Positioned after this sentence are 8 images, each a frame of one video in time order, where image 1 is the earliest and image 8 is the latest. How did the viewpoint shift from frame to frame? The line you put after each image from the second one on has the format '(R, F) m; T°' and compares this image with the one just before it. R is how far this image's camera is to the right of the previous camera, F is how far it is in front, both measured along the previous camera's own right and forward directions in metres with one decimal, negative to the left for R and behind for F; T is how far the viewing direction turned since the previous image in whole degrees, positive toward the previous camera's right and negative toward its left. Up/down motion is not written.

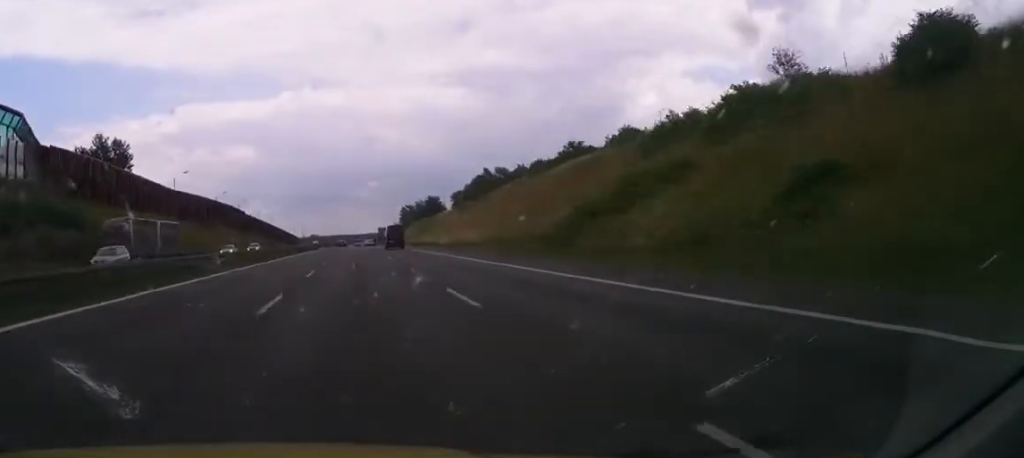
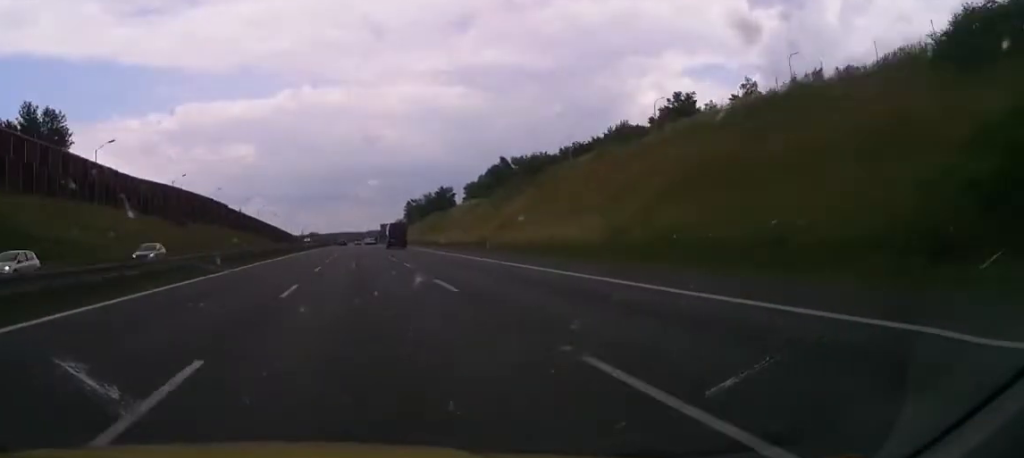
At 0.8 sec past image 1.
(+0.1, +32.5) m; 0°
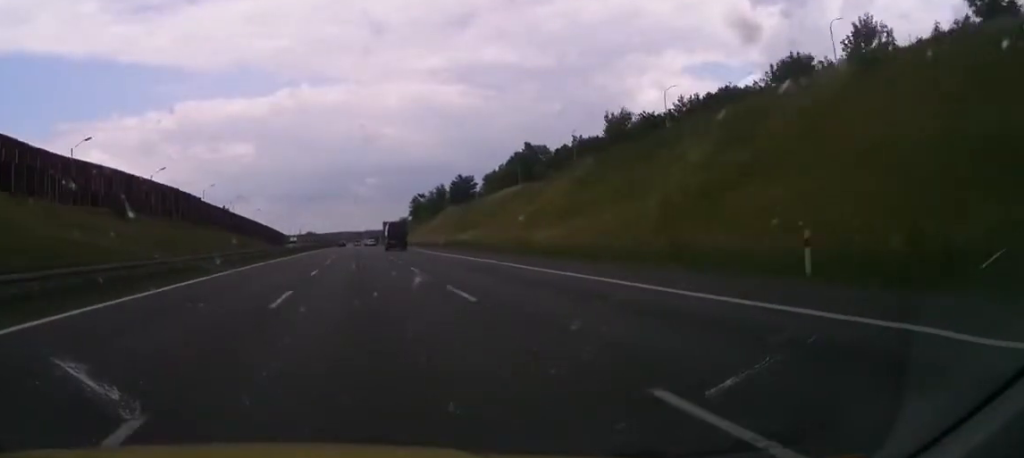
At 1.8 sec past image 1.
(-0.6, +37.8) m; 0°
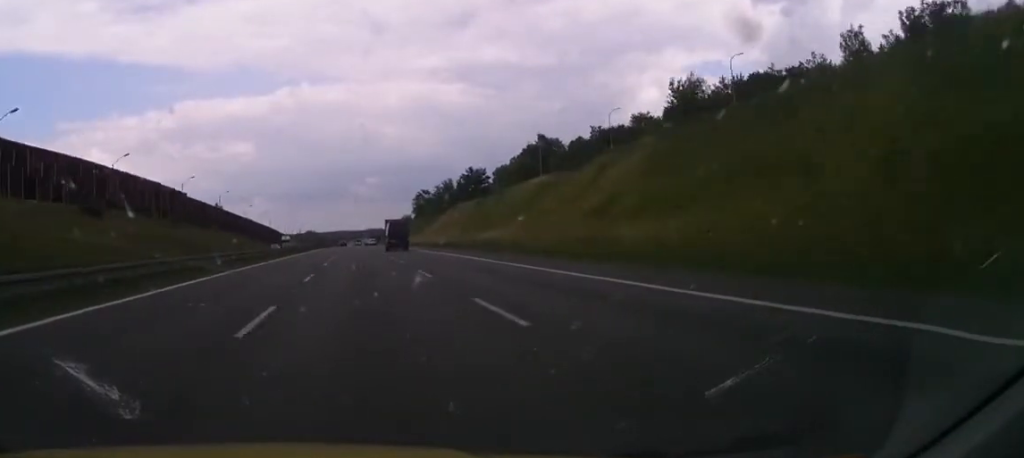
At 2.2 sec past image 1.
(+0.5, +15.7) m; 0°
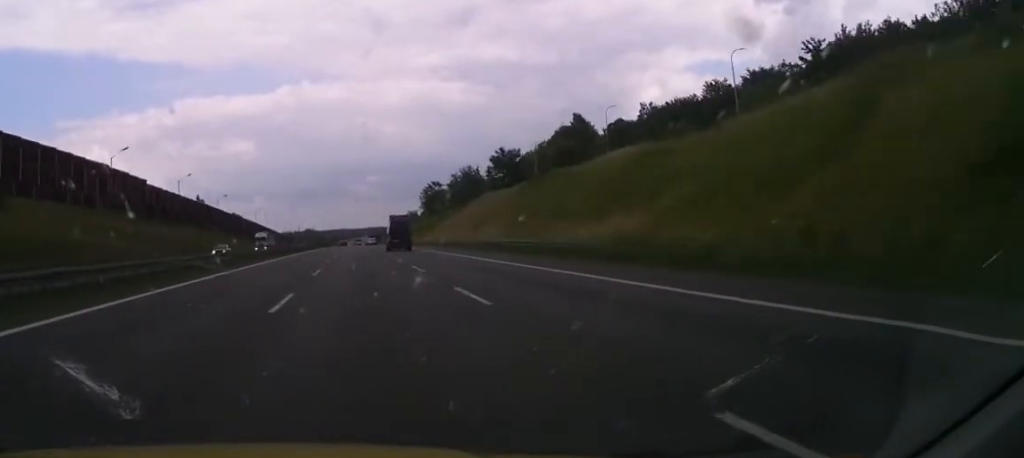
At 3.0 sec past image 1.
(-0.1, +32.6) m; 0°
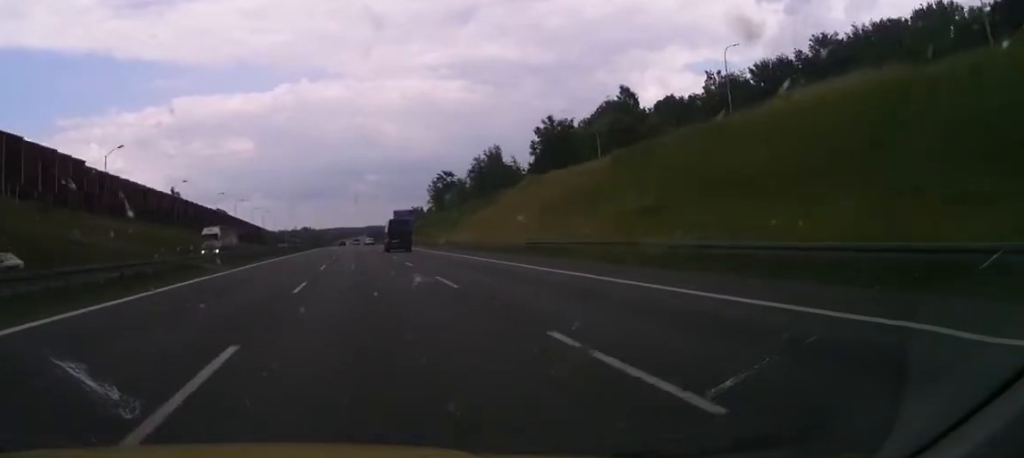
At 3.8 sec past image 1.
(-0.4, +31.4) m; 0°
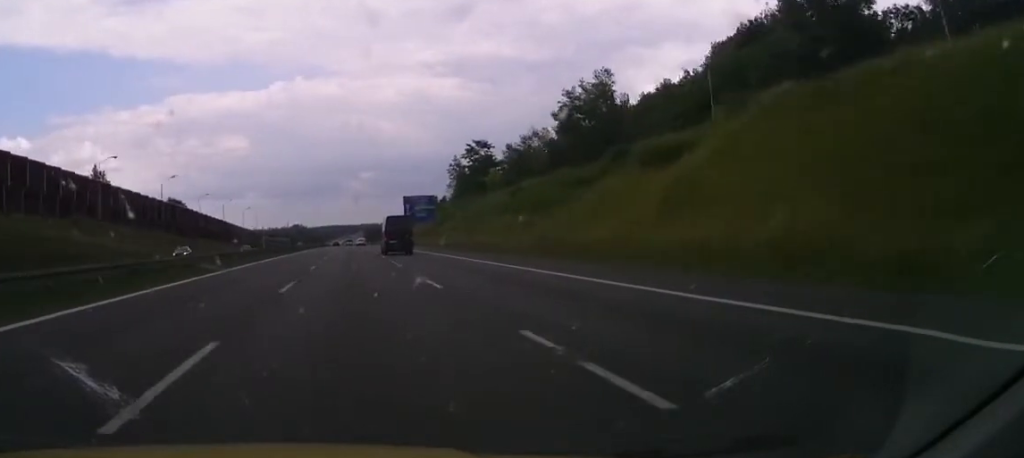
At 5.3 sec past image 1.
(+0.7, +59.1) m; 0°
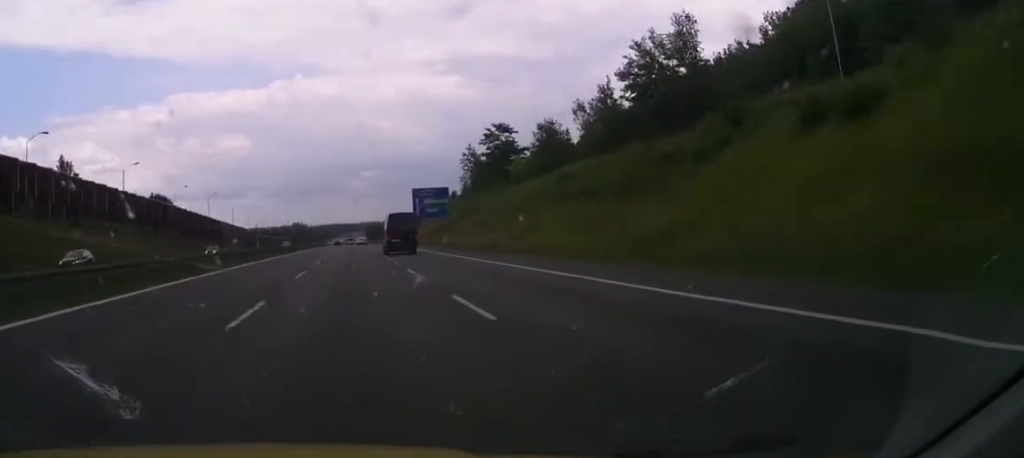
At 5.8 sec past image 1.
(-0.1, +18.5) m; 0°
